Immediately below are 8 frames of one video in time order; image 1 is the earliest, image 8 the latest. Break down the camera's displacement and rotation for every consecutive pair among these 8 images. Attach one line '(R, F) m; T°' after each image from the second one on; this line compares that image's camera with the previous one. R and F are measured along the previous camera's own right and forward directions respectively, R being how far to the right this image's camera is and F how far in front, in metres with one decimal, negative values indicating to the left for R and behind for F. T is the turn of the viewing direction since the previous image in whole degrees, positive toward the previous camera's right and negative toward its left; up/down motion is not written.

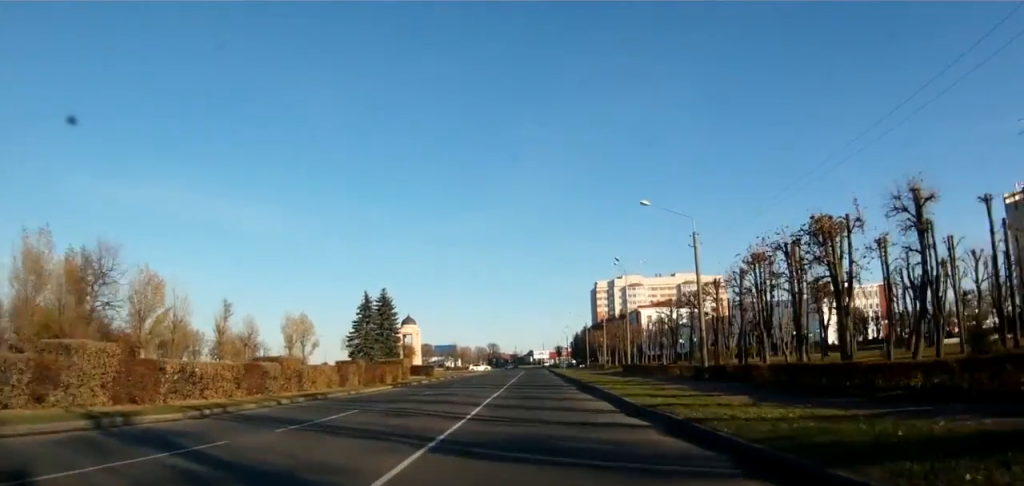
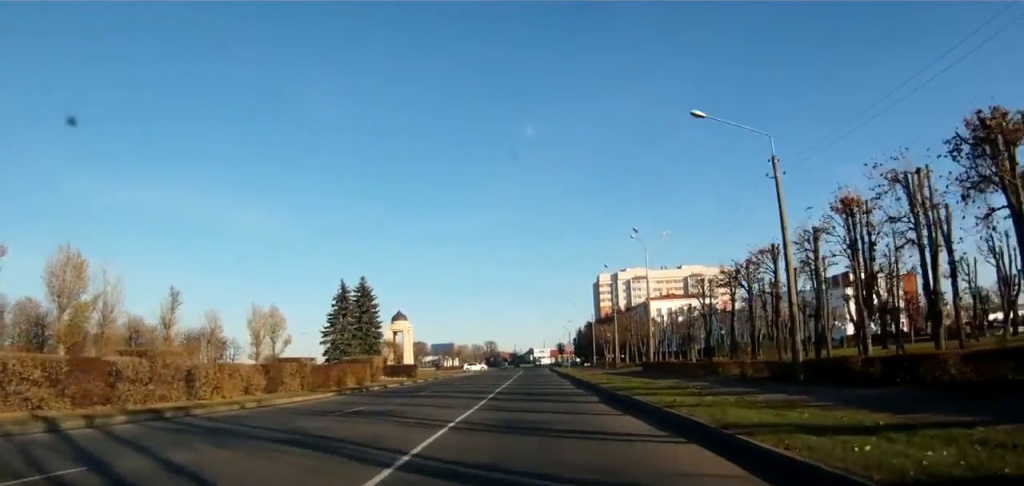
(+0.5, +11.7) m; +3°
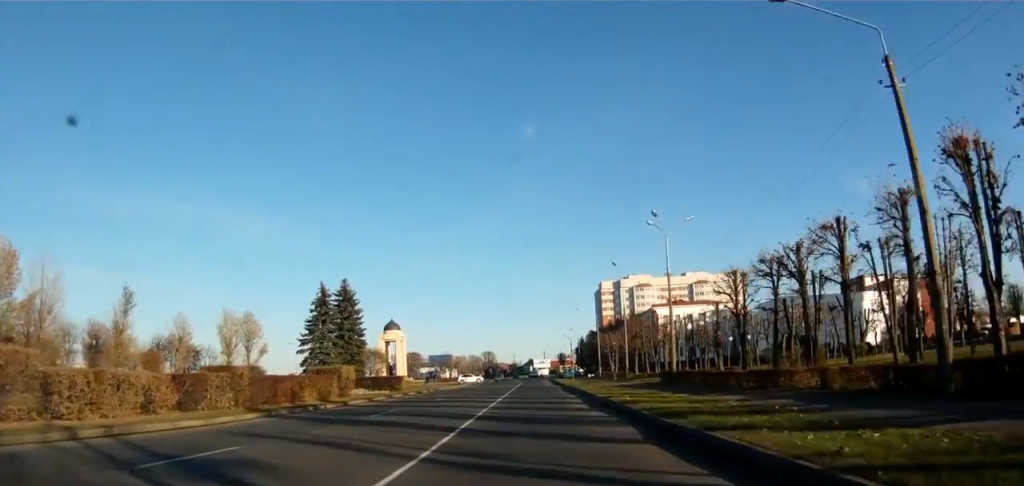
(+0.3, +8.5) m; 0°
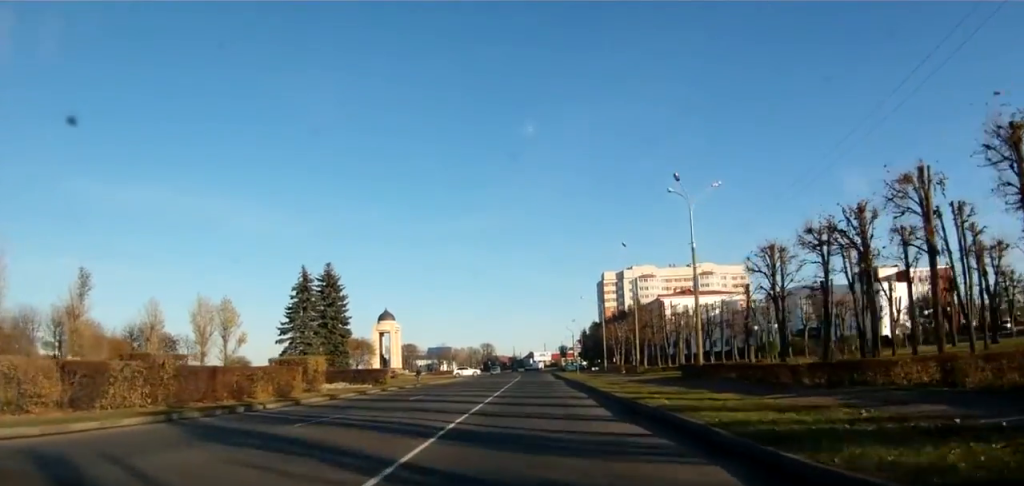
(-0.3, +6.5) m; -1°
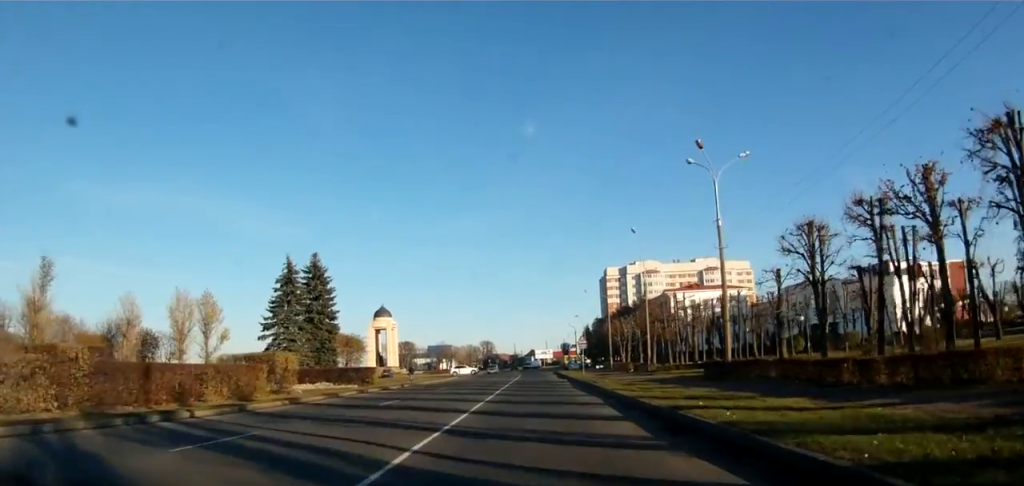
(-0.1, +5.1) m; -1°
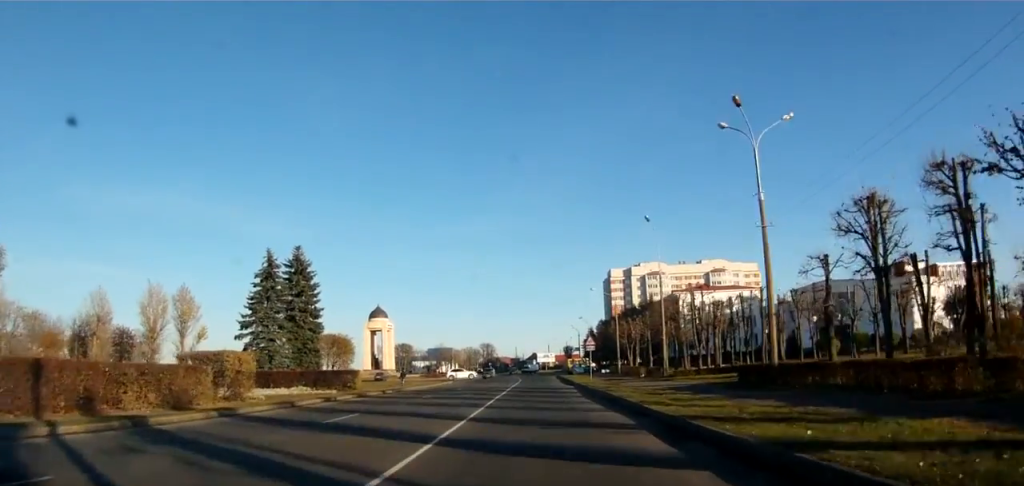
(0.0, +5.4) m; 0°
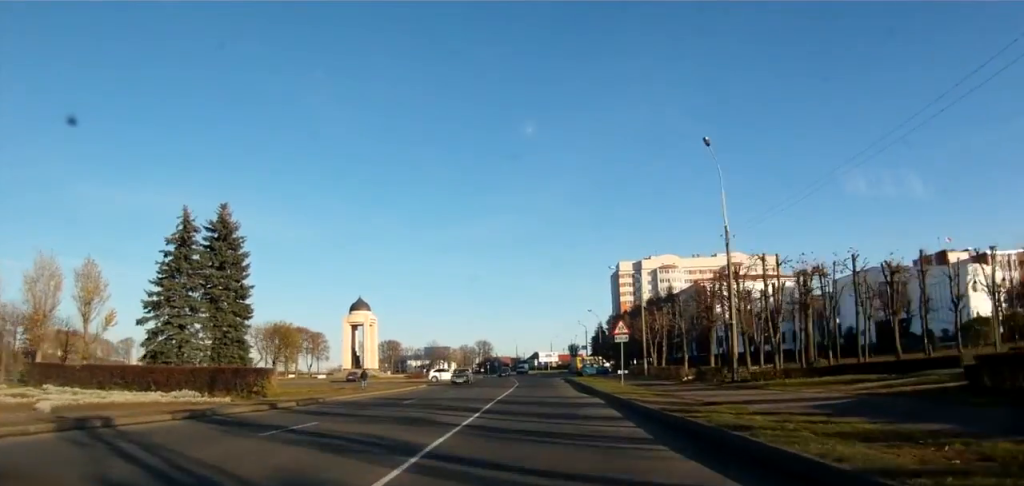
(0.0, +16.7) m; 0°
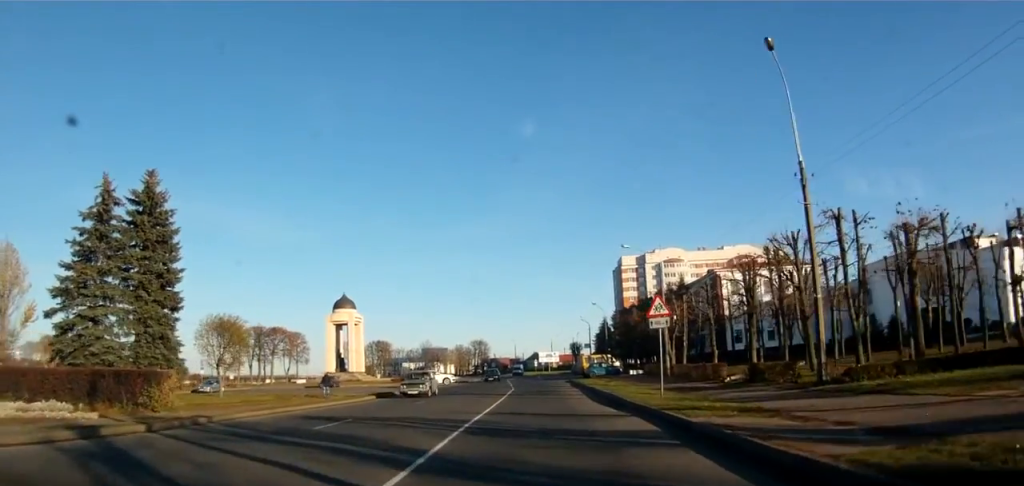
(0.0, +9.9) m; 0°
